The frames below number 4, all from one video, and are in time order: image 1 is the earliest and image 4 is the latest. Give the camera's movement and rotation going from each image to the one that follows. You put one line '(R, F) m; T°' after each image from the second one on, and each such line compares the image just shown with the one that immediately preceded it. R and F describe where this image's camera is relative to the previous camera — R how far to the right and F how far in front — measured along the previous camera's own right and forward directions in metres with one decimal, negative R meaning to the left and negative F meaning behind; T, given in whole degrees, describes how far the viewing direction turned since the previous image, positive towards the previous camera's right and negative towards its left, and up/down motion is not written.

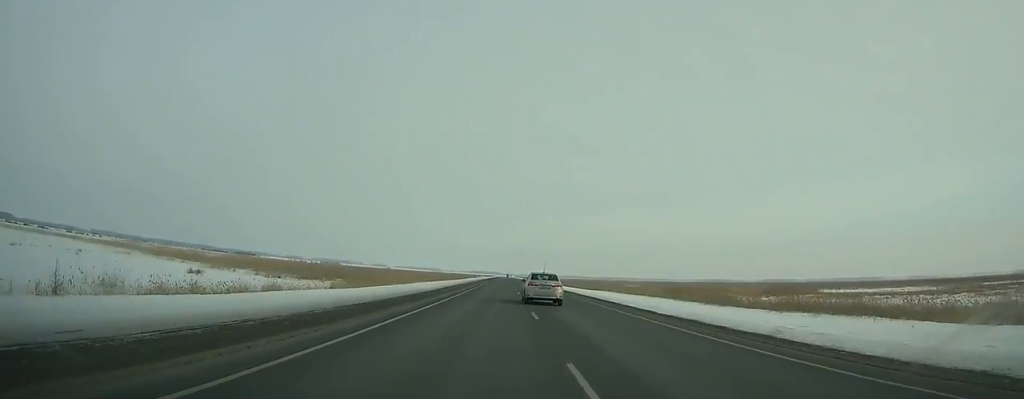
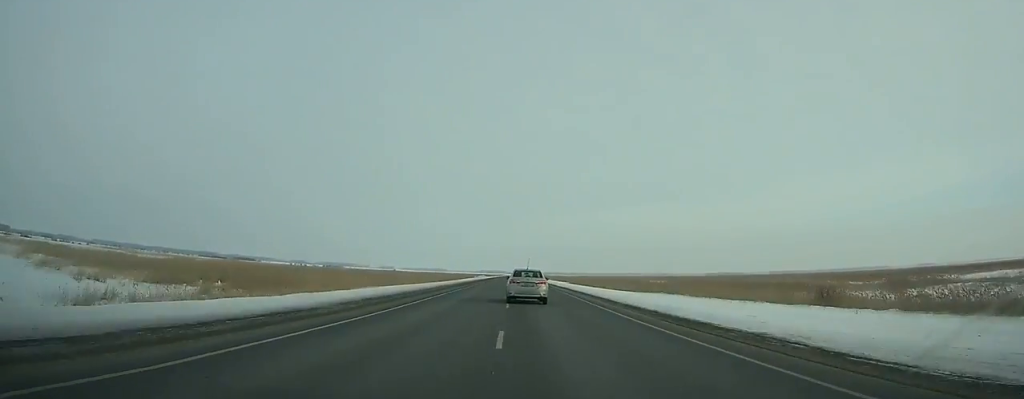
(+0.2, +42.8) m; 0°
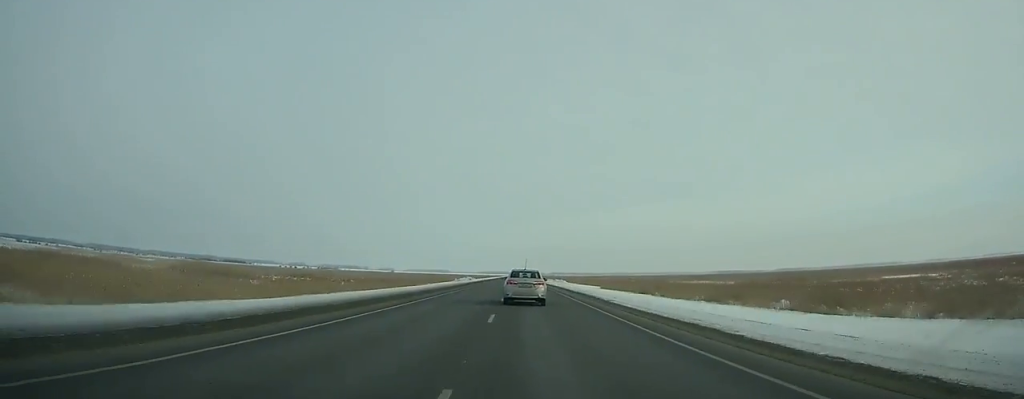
(-0.3, +65.0) m; 0°
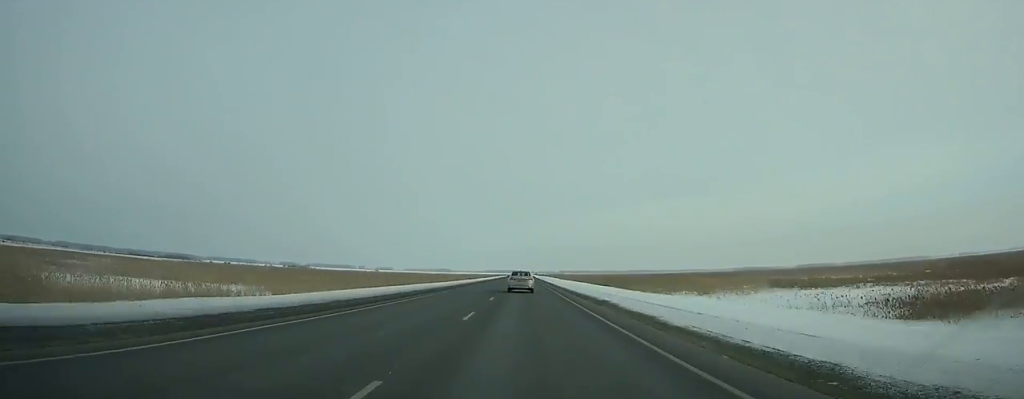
(-1.4, +280.4) m; 0°
